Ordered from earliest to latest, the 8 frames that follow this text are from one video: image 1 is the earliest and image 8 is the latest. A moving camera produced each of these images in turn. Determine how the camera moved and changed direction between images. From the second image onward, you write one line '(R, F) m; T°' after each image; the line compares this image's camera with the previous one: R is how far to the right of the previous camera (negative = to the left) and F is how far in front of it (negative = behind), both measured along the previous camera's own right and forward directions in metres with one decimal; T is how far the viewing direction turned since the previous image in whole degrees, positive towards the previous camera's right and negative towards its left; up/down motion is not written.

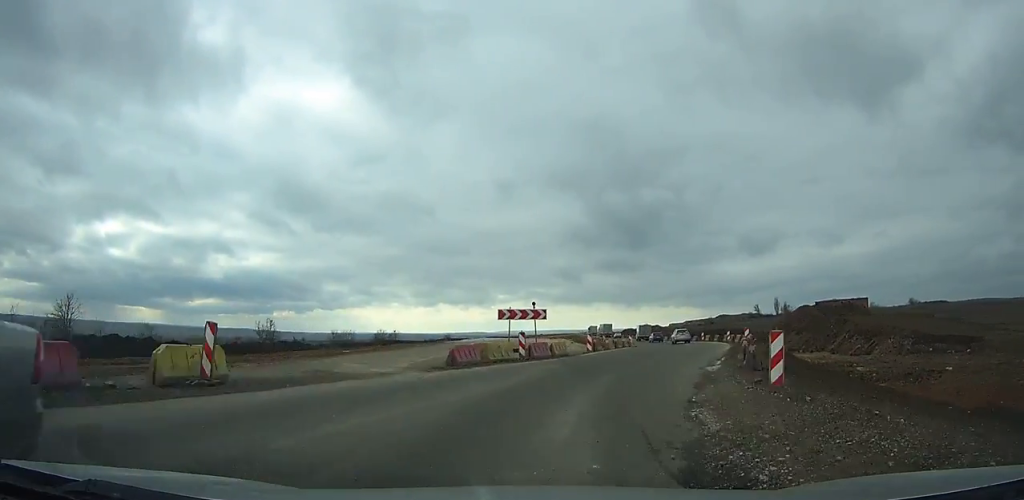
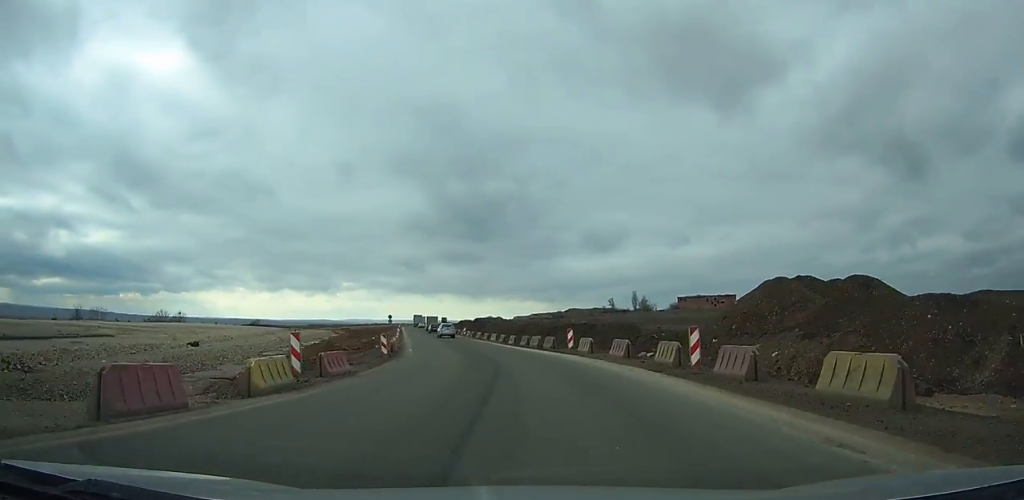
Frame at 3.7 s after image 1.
(+3.8, +45.3) m; +2°
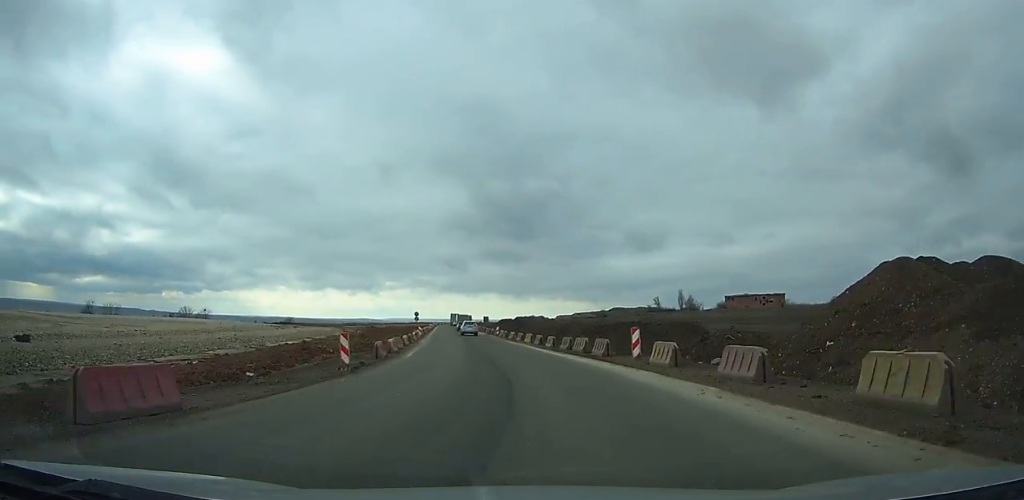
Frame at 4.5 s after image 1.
(+0.1, +10.2) m; -2°
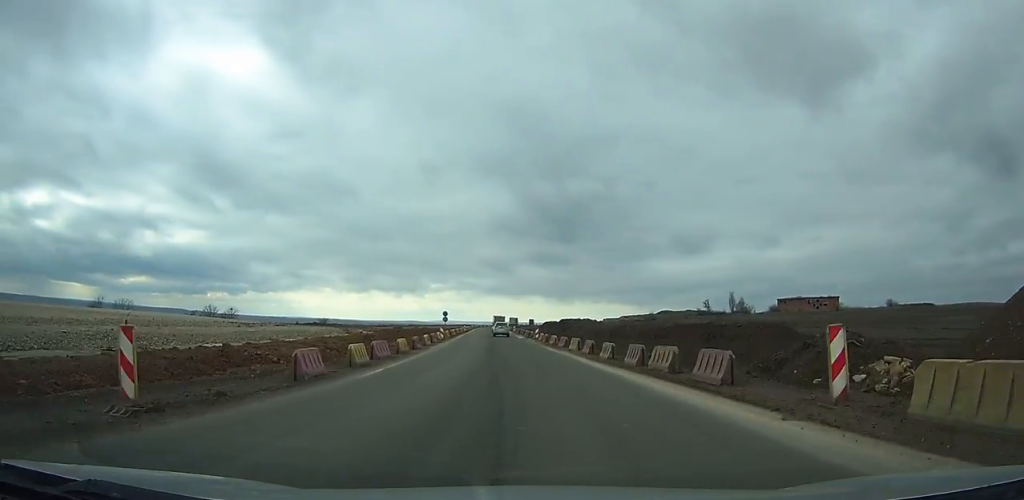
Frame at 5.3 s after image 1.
(-0.6, +11.5) m; -2°
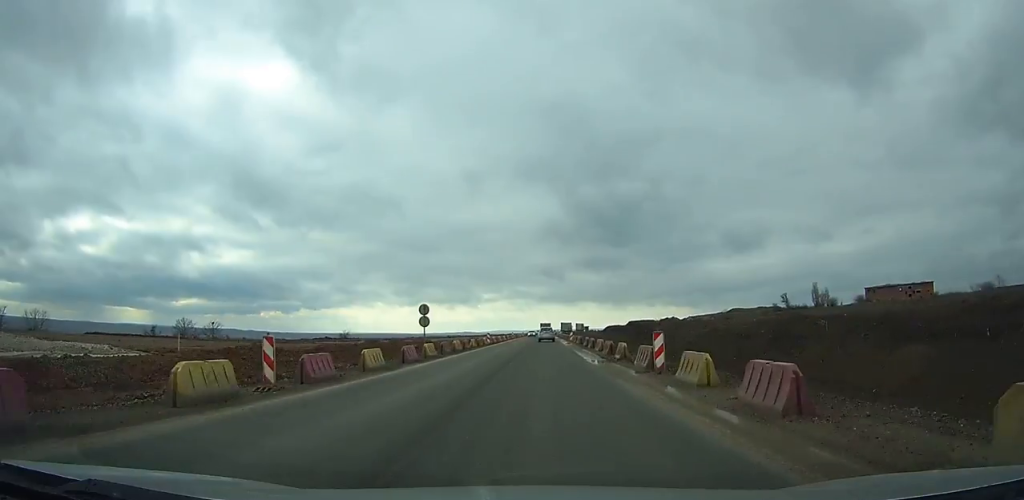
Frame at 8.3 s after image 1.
(-2.2, +39.8) m; -5°
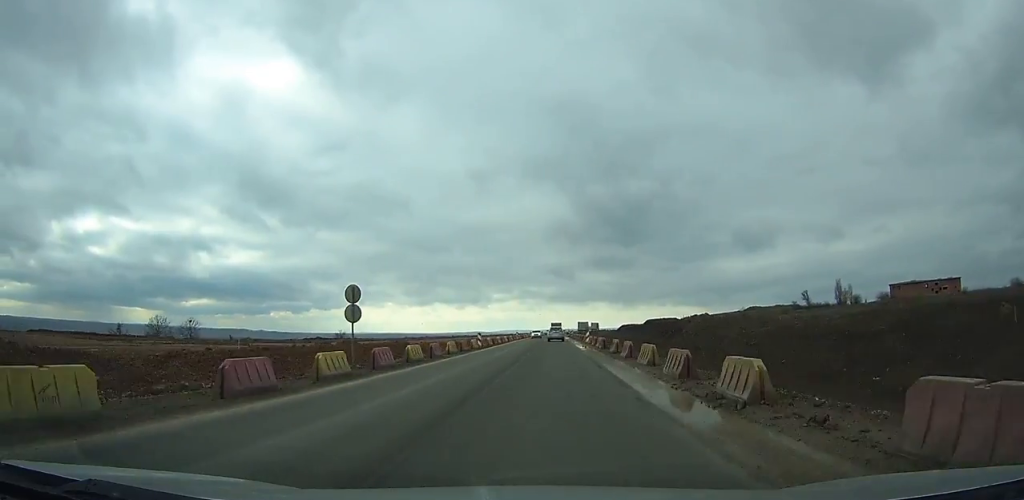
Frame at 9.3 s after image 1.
(-0.1, +14.2) m; 0°
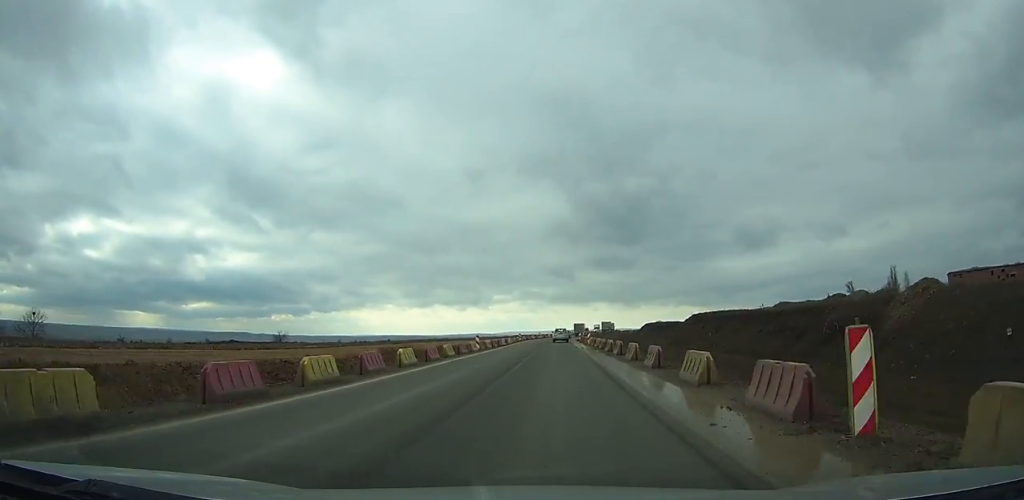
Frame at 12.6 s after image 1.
(-0.3, +48.2) m; 0°
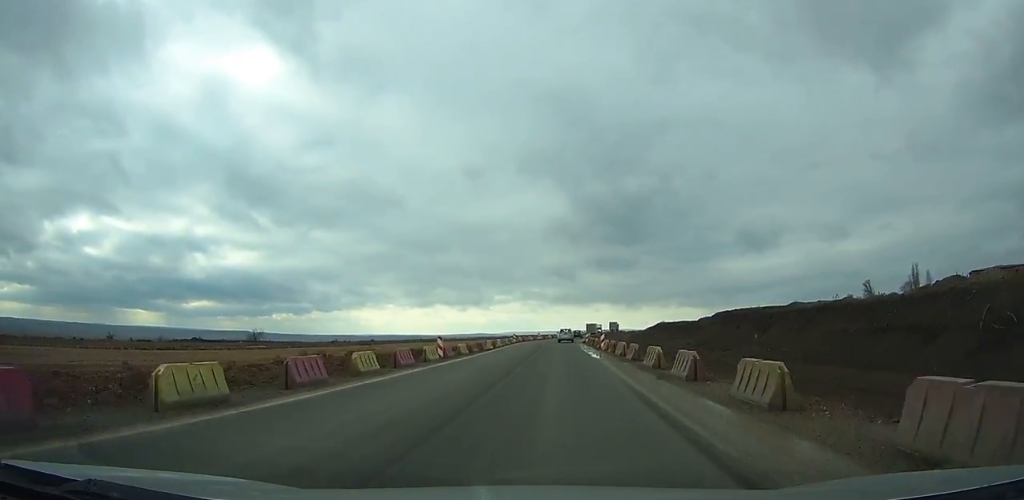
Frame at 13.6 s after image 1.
(0.0, +14.8) m; 0°
